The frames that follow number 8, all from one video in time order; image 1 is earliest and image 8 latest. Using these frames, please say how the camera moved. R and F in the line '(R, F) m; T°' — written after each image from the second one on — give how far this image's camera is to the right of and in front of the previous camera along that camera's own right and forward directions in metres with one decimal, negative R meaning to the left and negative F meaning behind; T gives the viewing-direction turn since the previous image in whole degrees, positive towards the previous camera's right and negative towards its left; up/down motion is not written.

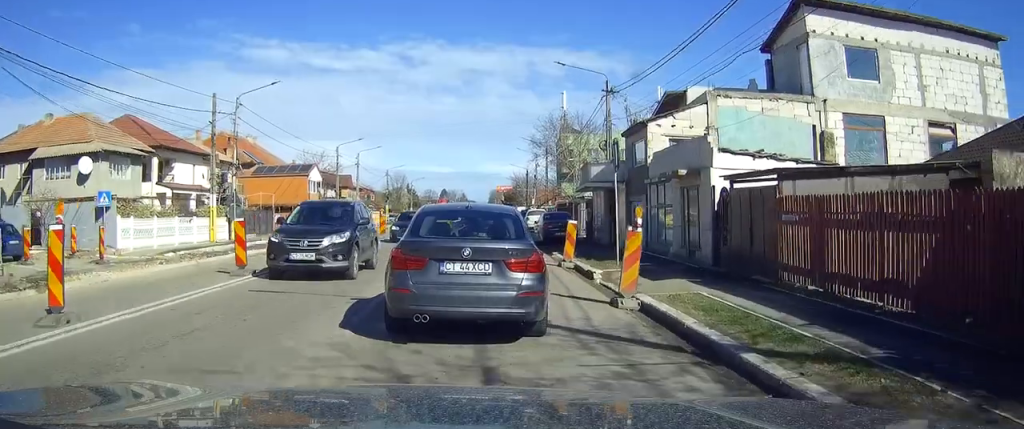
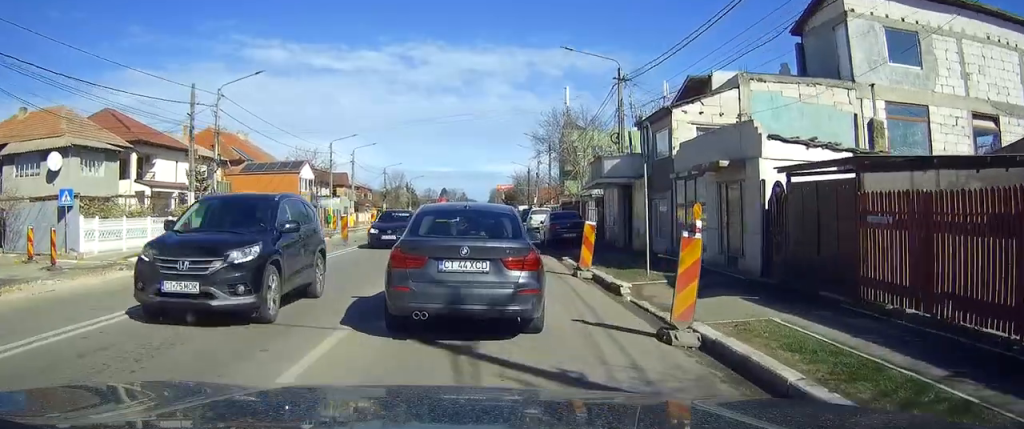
(+0.1, +3.3) m; -1°
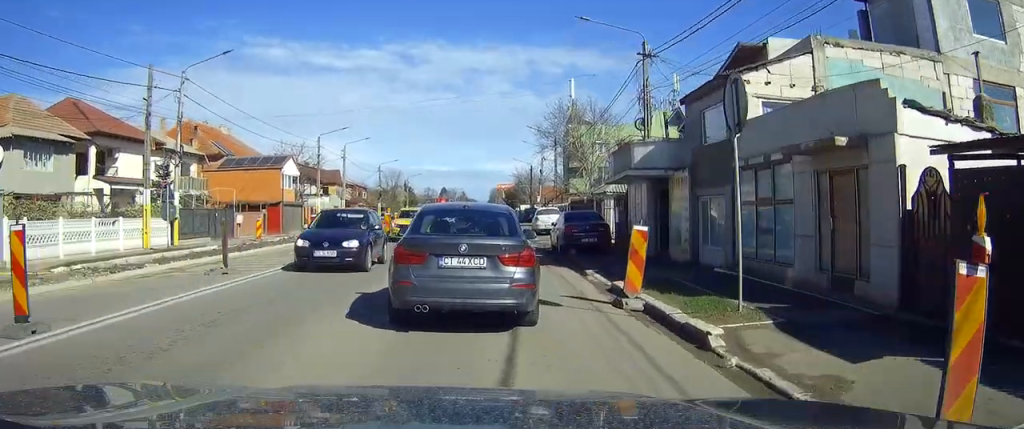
(+0.2, +5.4) m; -2°
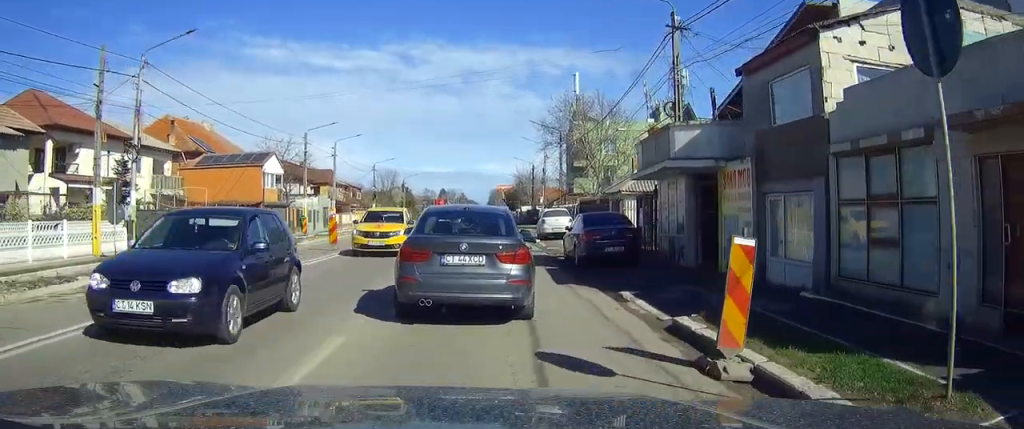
(-0.4, +4.6) m; -2°
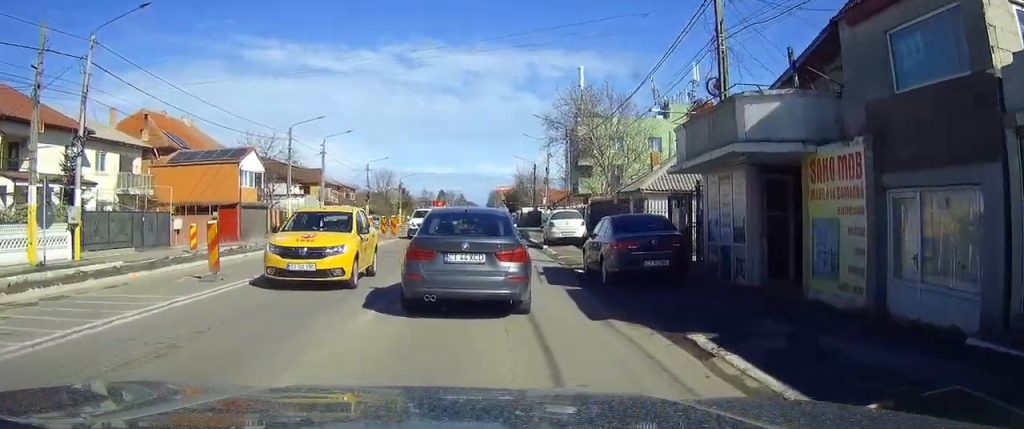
(0.0, +4.6) m; 0°
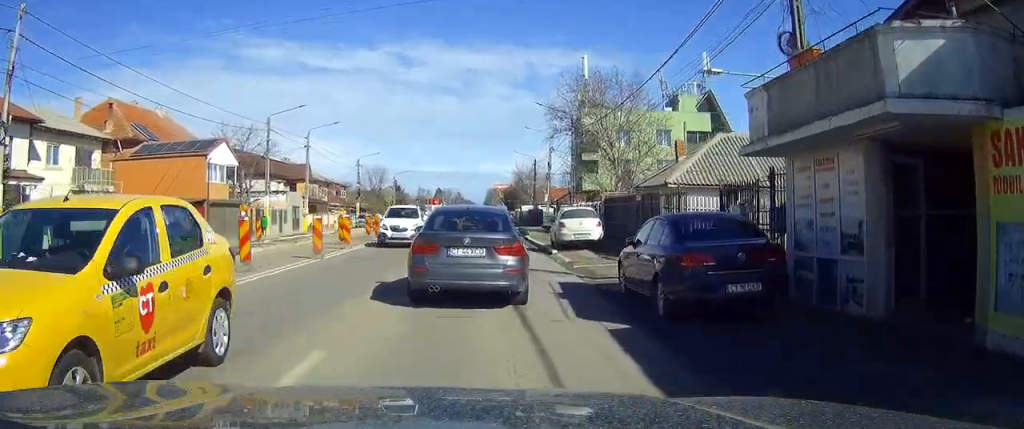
(0.0, +4.8) m; +2°
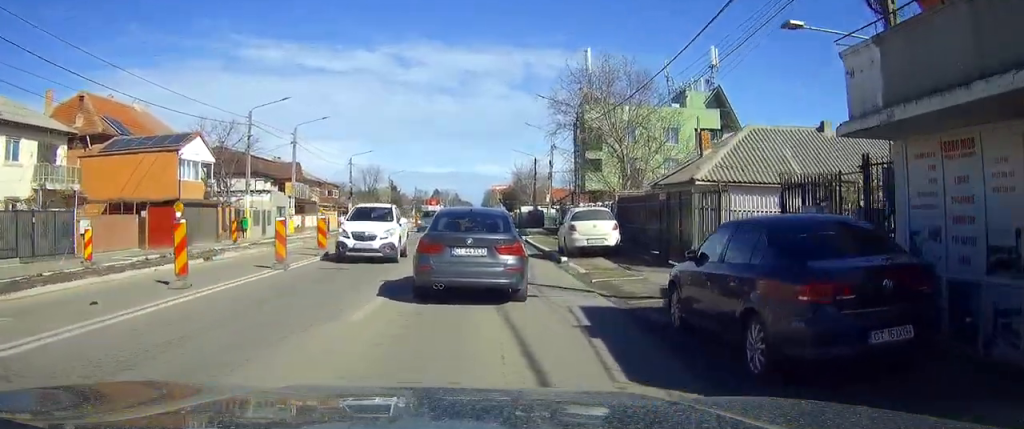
(+0.1, +3.6) m; +2°
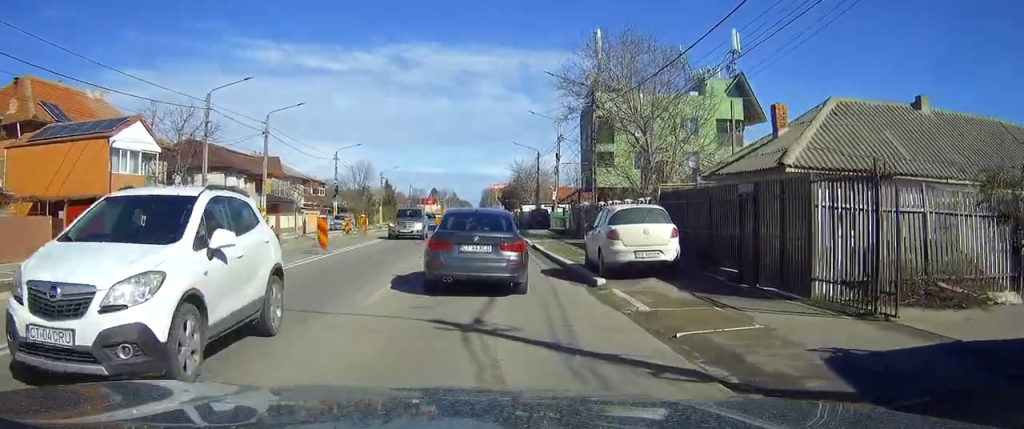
(+0.2, +7.0) m; +2°
